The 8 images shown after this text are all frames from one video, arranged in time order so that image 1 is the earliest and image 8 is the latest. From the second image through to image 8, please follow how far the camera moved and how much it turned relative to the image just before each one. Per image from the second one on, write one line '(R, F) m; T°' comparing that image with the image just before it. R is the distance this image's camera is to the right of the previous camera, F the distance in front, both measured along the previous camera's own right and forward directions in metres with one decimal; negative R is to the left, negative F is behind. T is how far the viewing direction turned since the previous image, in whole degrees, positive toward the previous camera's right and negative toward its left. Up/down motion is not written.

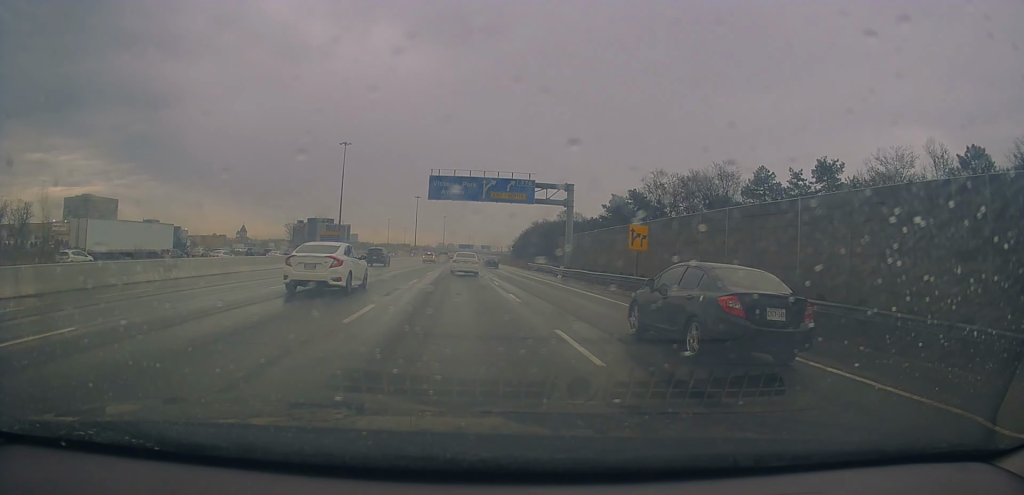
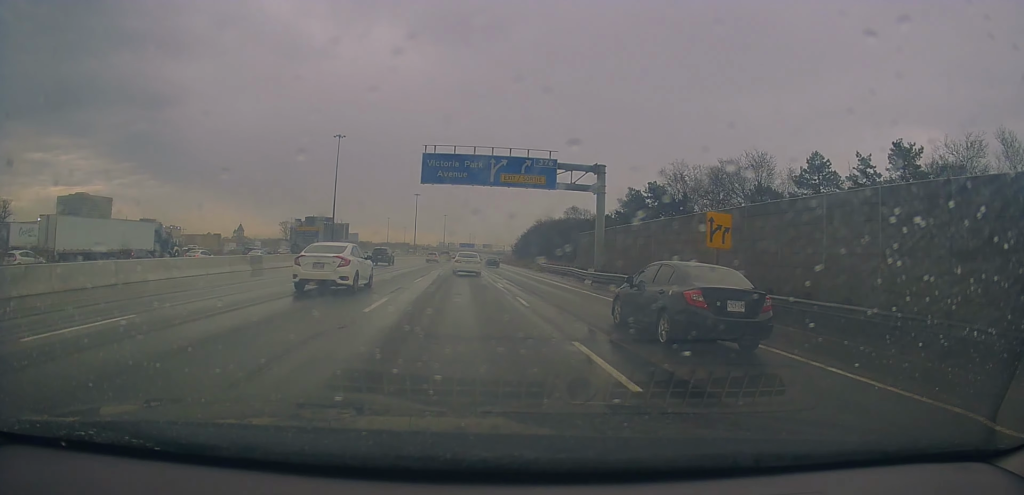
(-0.1, +10.9) m; 0°
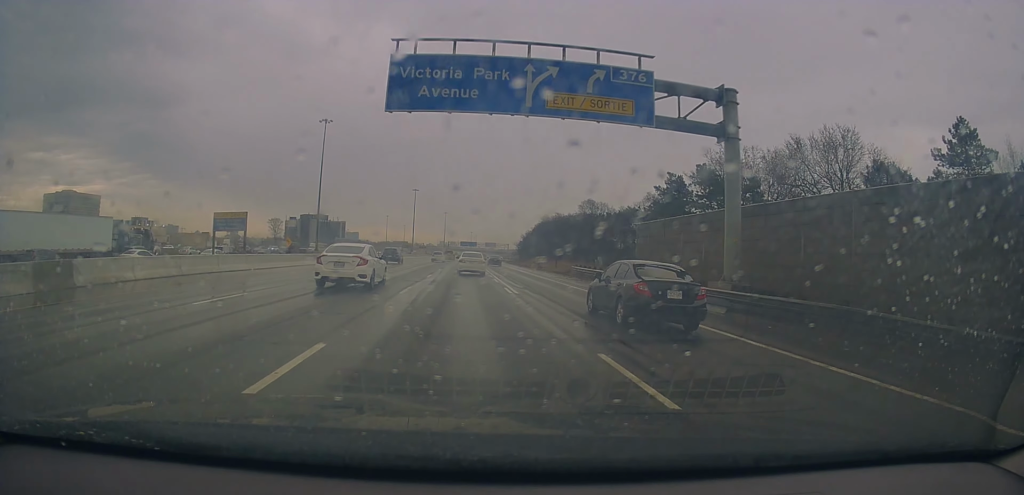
(+0.1, +19.5) m; +1°
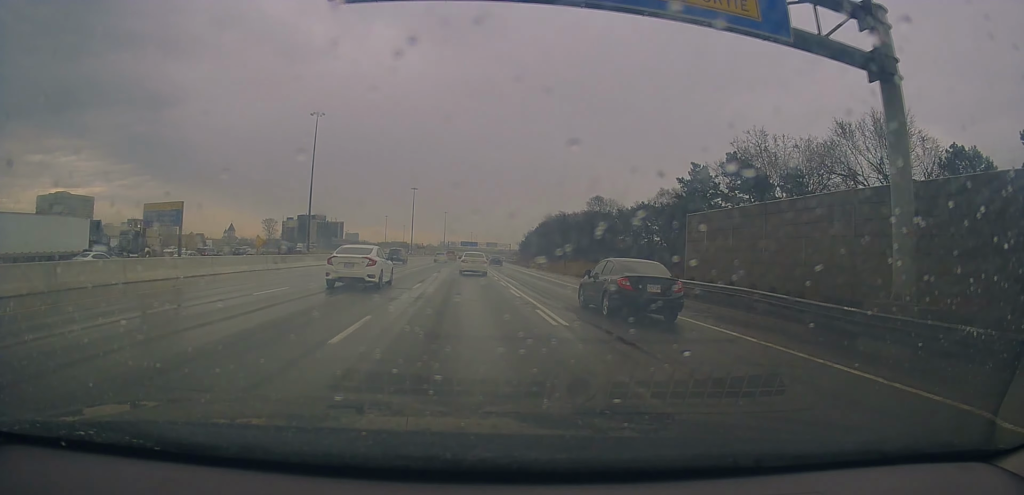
(+0.2, +9.0) m; 0°
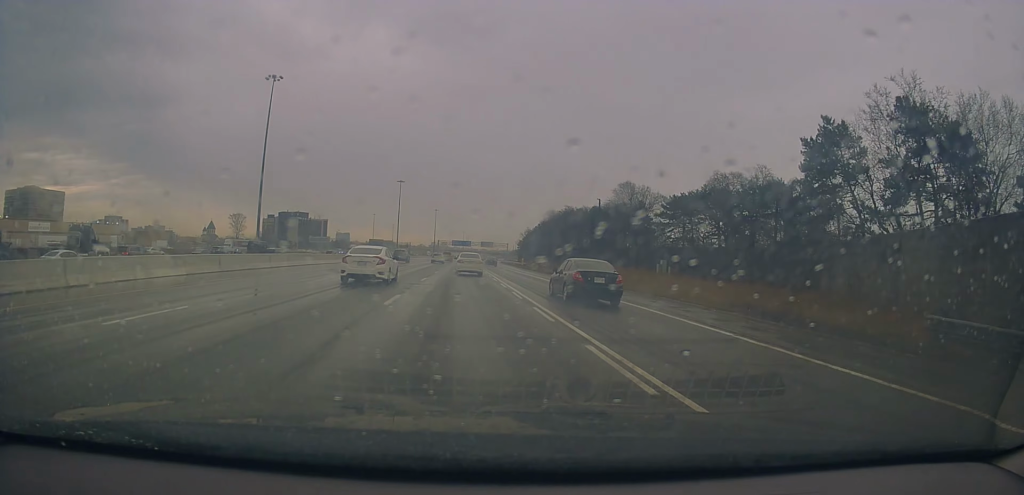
(-0.4, +32.1) m; -1°
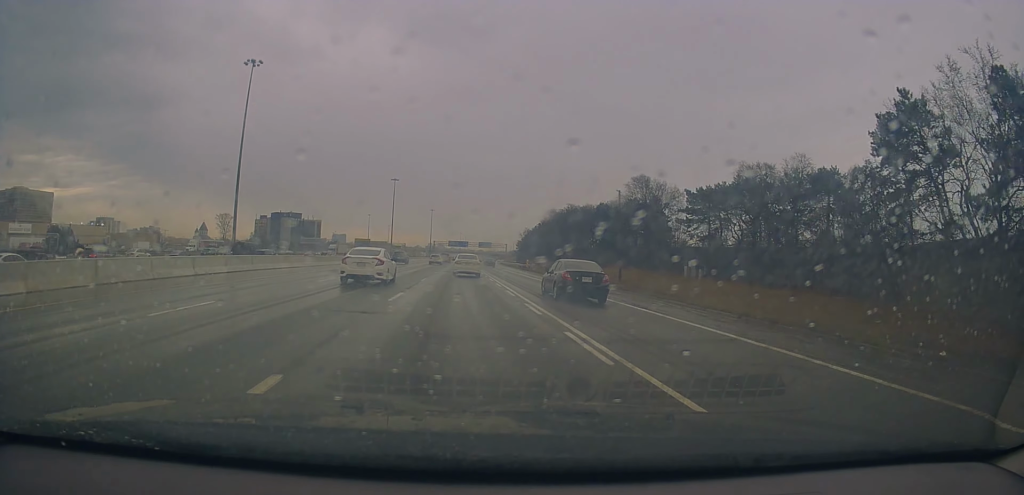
(-0.1, +10.5) m; +2°
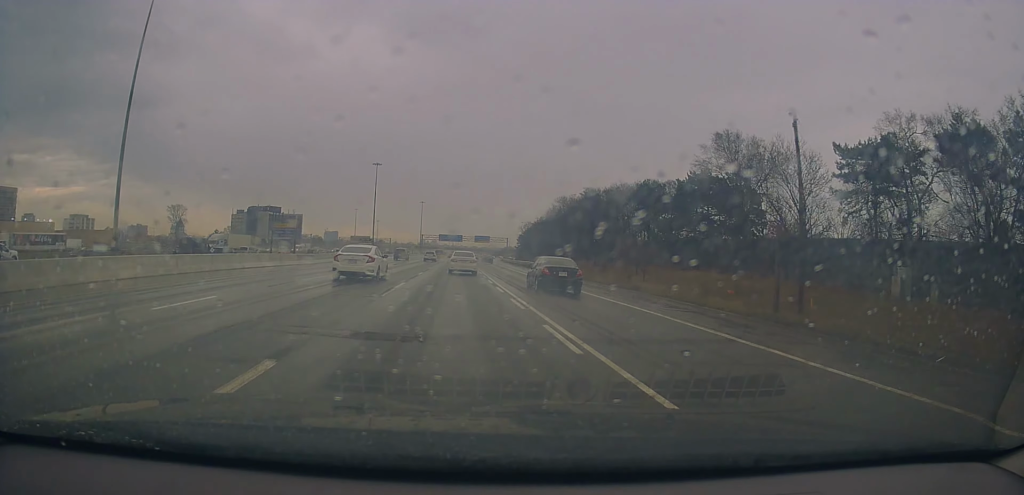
(+0.8, +35.5) m; 0°
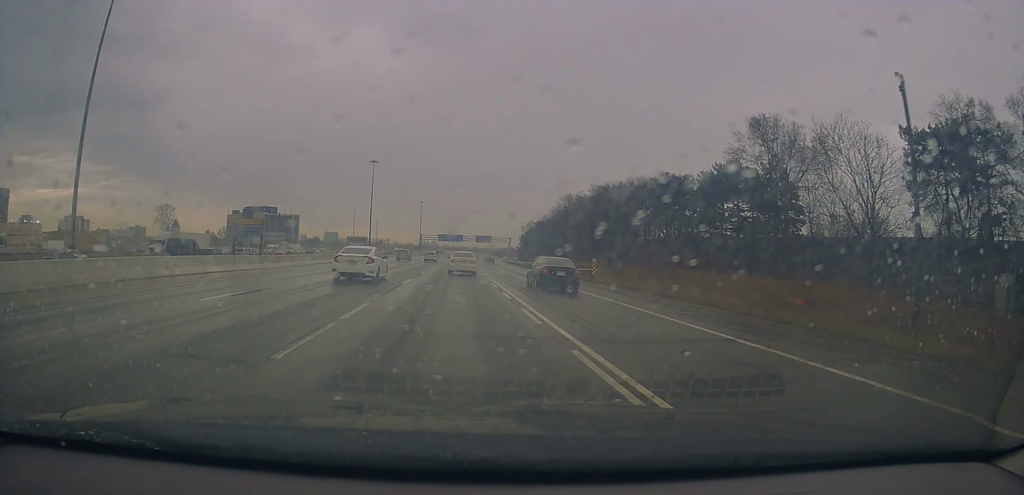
(-0.3, +8.7) m; -1°
